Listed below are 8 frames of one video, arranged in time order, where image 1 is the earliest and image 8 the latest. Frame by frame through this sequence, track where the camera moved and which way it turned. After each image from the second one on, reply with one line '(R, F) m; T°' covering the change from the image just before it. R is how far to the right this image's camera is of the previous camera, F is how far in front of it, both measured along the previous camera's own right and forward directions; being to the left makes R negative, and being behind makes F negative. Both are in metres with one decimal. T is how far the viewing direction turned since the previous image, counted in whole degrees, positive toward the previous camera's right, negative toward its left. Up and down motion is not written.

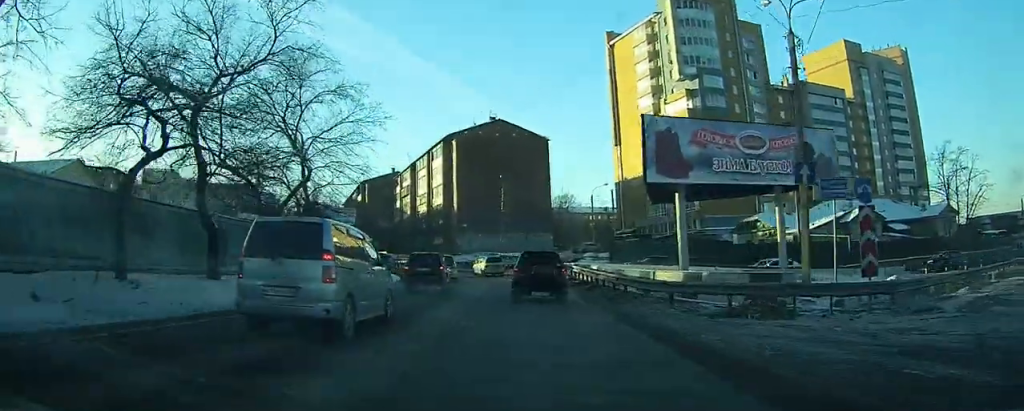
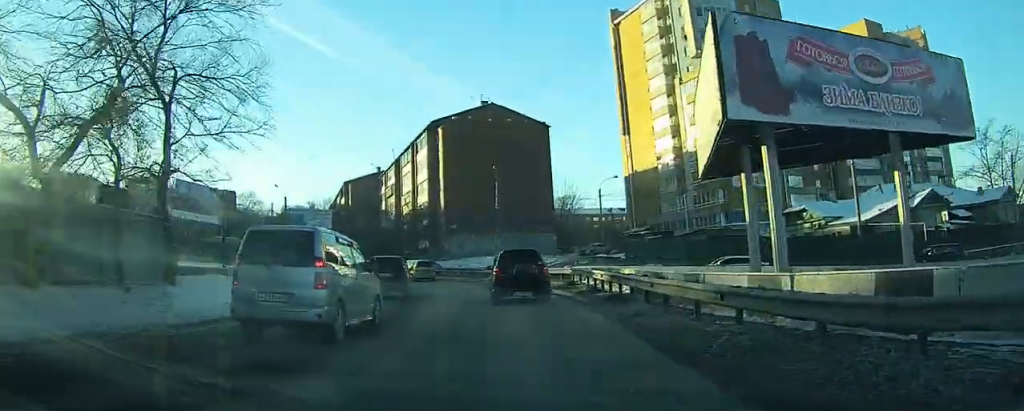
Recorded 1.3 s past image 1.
(0.0, +12.2) m; -1°
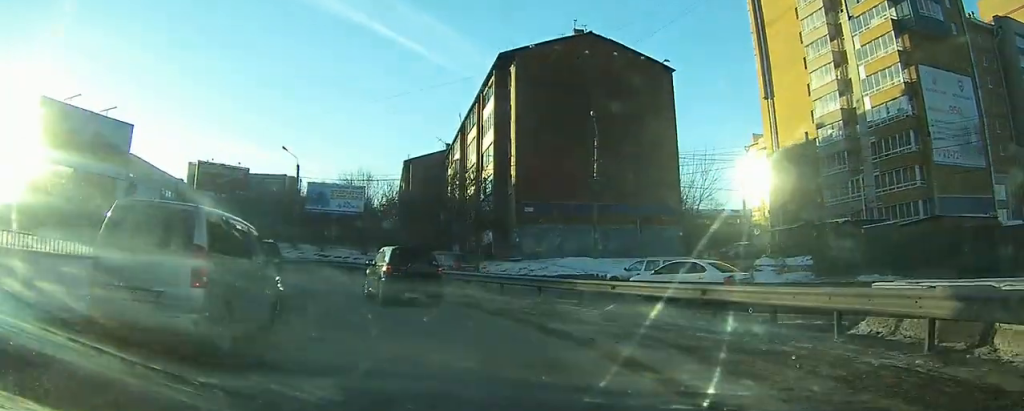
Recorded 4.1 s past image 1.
(-1.1, +25.1) m; -11°
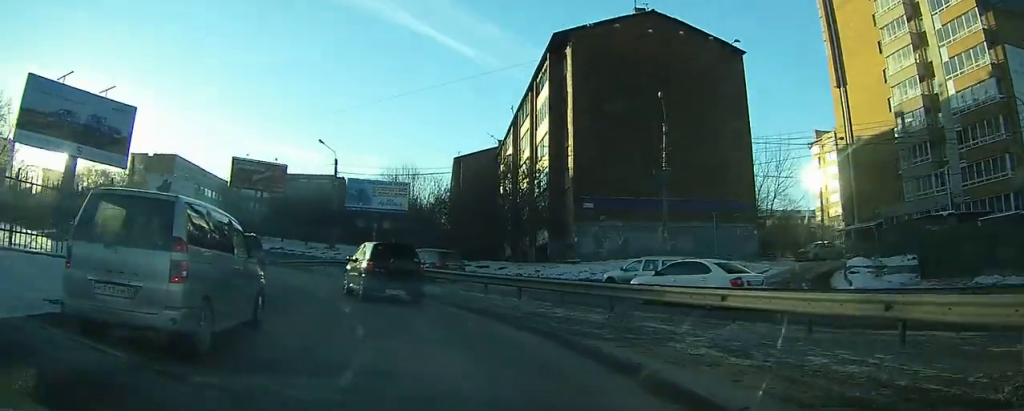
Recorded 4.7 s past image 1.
(-0.2, +5.0) m; -5°
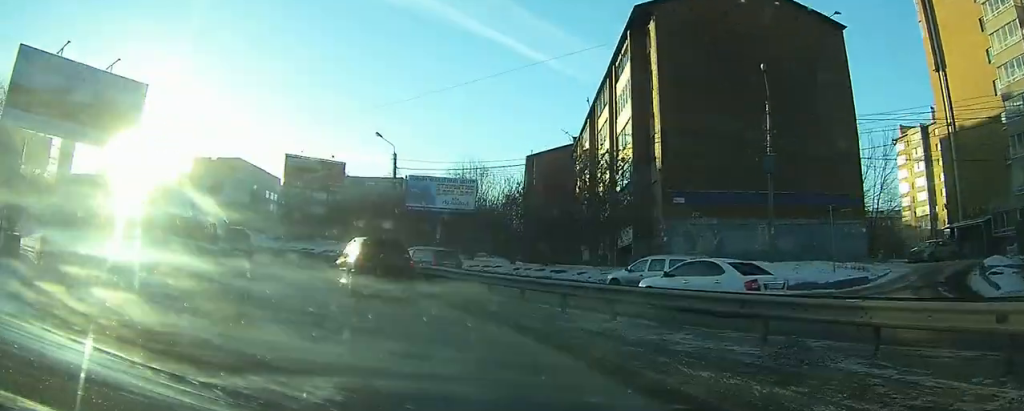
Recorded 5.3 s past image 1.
(-0.5, +5.5) m; -5°
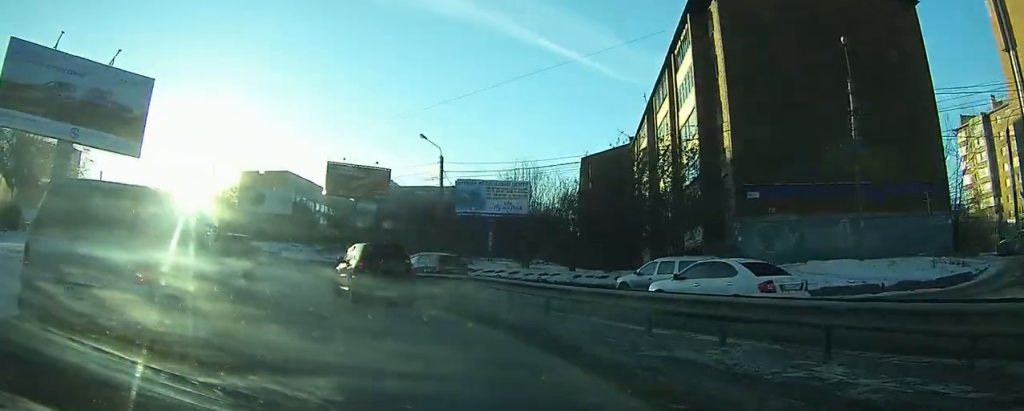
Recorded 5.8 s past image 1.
(0.0, +3.5) m; -4°
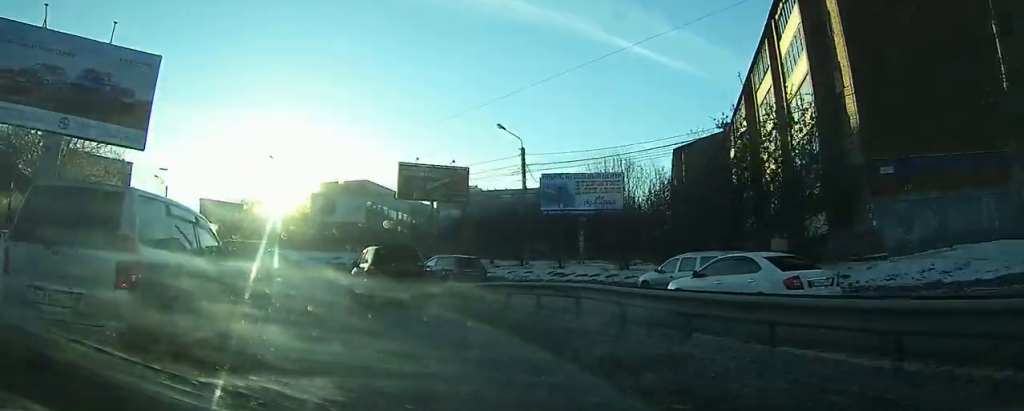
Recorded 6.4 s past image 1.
(+0.3, +5.1) m; -6°
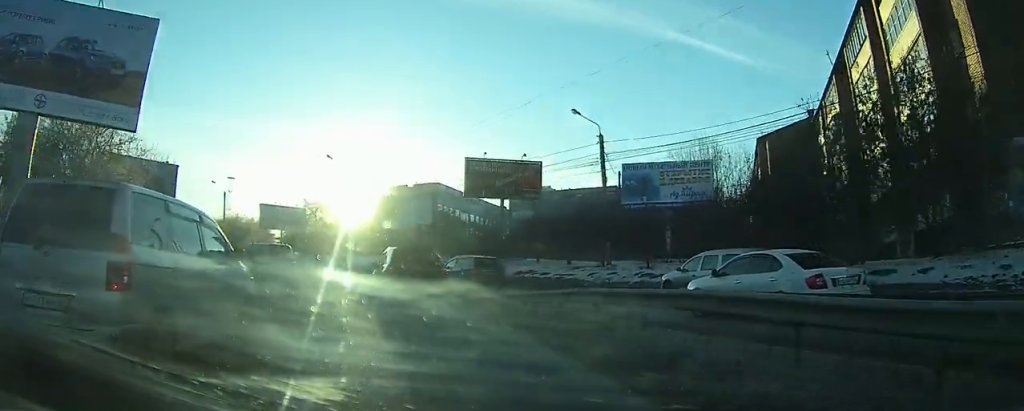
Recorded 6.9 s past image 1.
(-0.7, +4.1) m; -5°
